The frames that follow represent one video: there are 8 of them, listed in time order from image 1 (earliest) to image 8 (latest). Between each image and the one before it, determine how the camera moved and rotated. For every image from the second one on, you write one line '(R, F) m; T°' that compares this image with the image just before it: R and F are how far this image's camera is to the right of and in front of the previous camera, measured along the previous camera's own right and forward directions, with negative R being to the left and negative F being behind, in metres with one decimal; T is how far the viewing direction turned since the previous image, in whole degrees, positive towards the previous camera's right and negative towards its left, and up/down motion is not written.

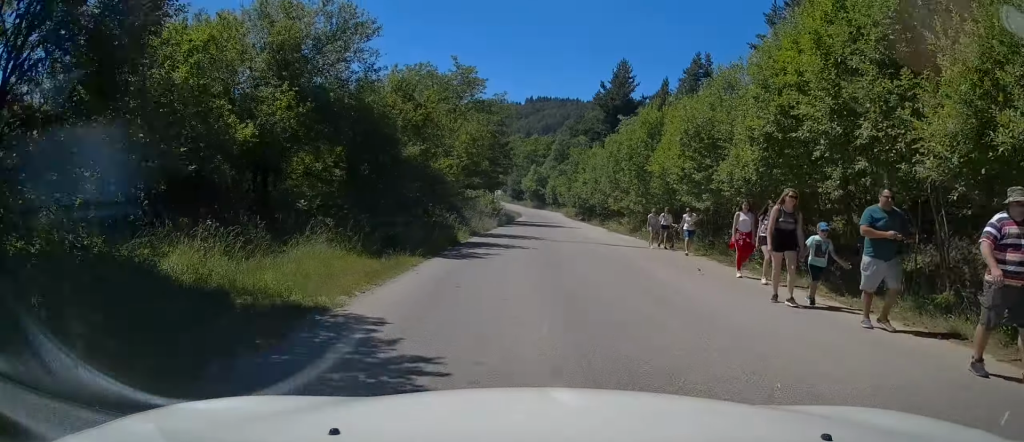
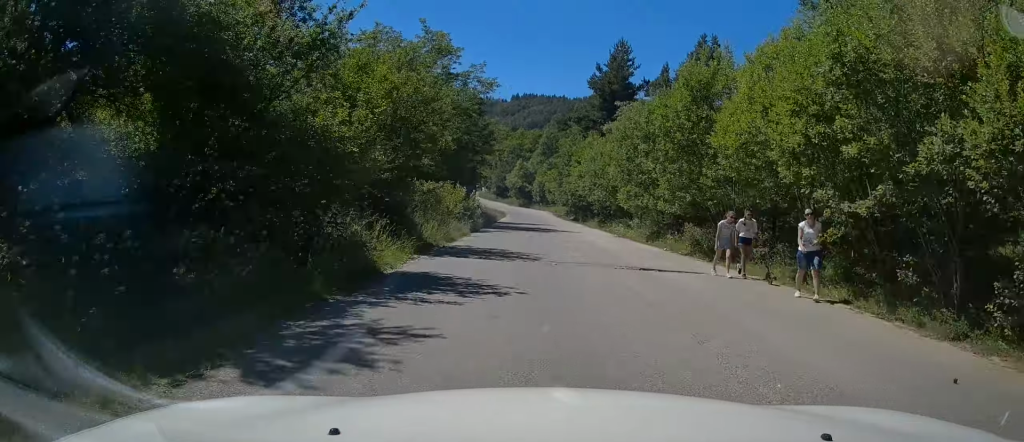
(0.0, +8.5) m; +1°
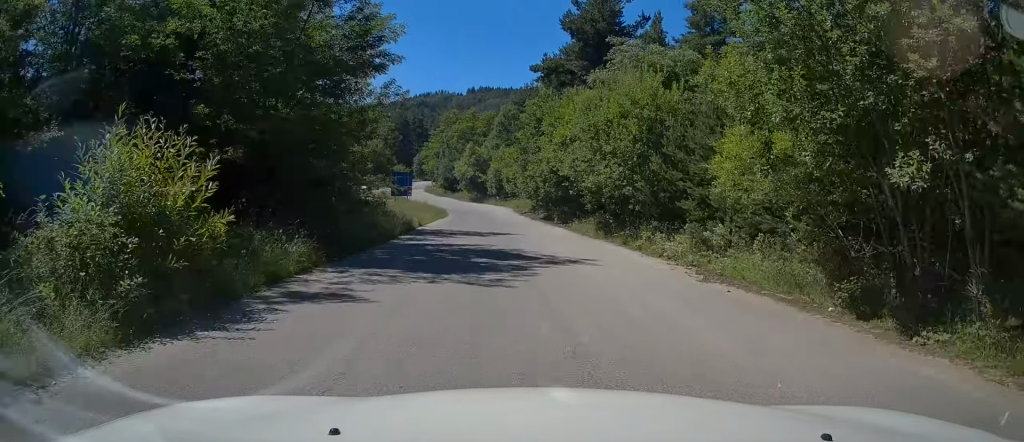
(+0.5, +19.1) m; +3°
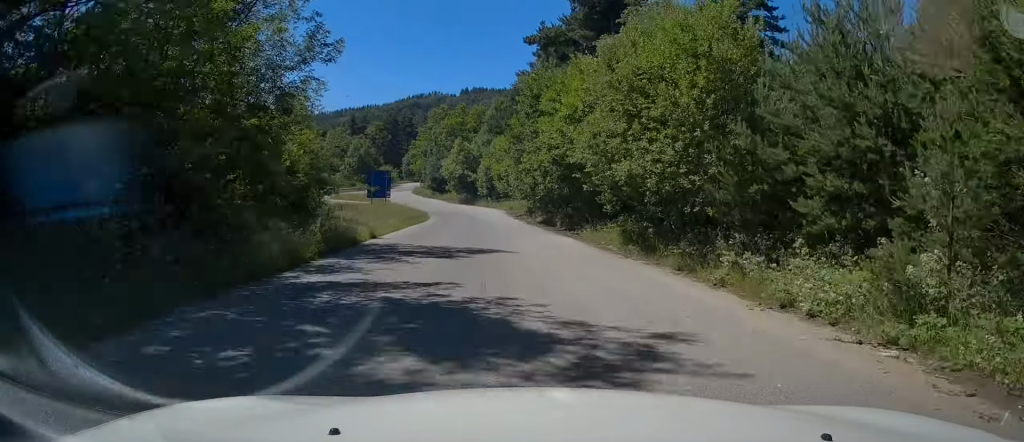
(0.0, +7.5) m; 0°
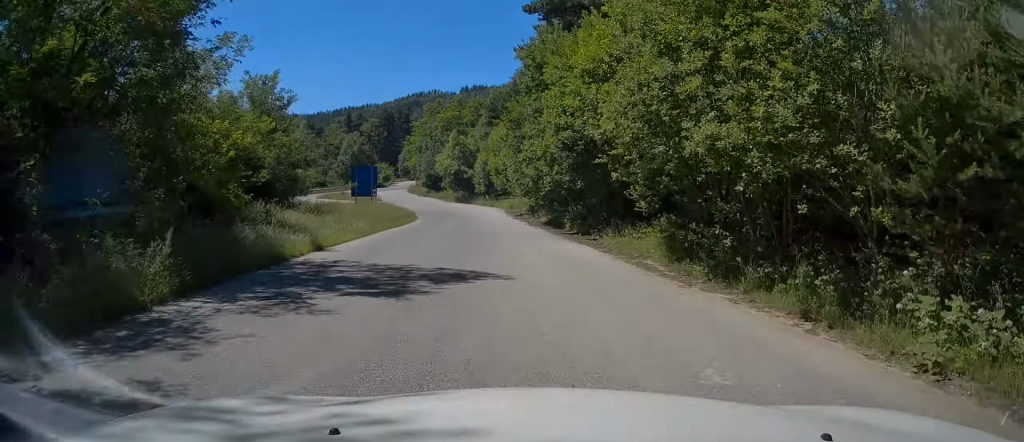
(0.0, +5.3) m; 0°
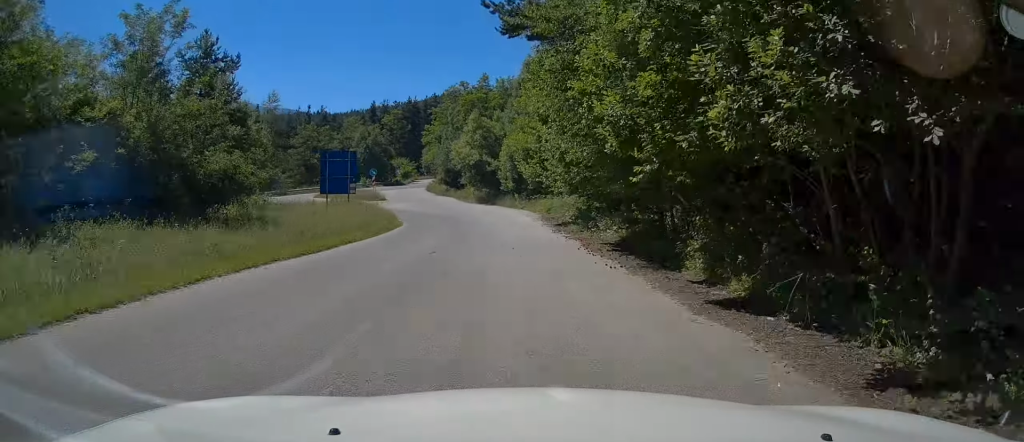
(-0.2, +14.7) m; -3°
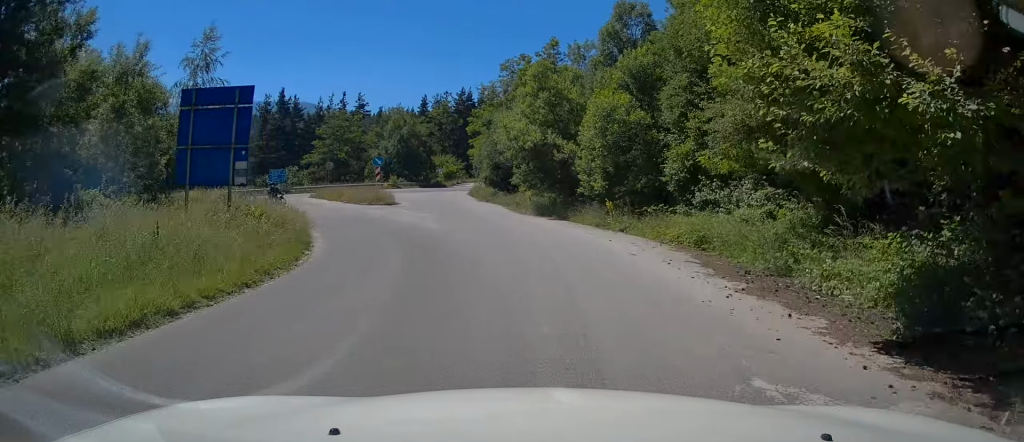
(-0.9, +20.3) m; -4°
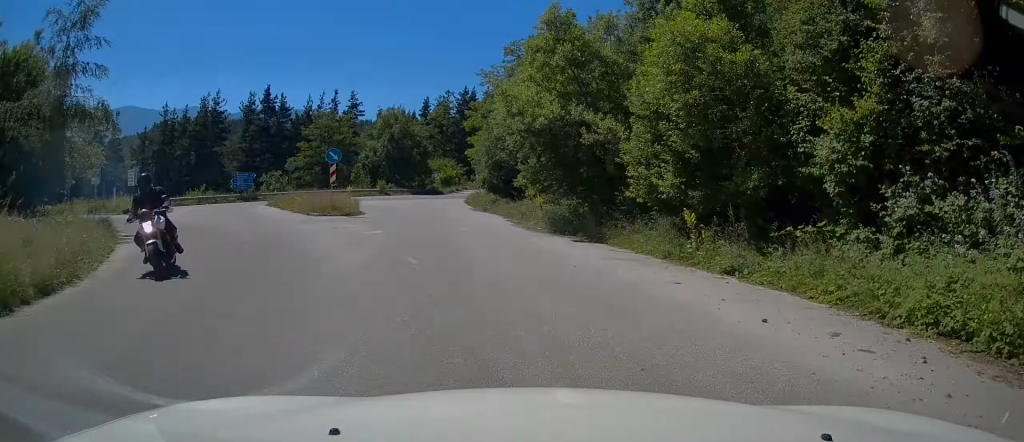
(-0.1, +10.5) m; -3°
